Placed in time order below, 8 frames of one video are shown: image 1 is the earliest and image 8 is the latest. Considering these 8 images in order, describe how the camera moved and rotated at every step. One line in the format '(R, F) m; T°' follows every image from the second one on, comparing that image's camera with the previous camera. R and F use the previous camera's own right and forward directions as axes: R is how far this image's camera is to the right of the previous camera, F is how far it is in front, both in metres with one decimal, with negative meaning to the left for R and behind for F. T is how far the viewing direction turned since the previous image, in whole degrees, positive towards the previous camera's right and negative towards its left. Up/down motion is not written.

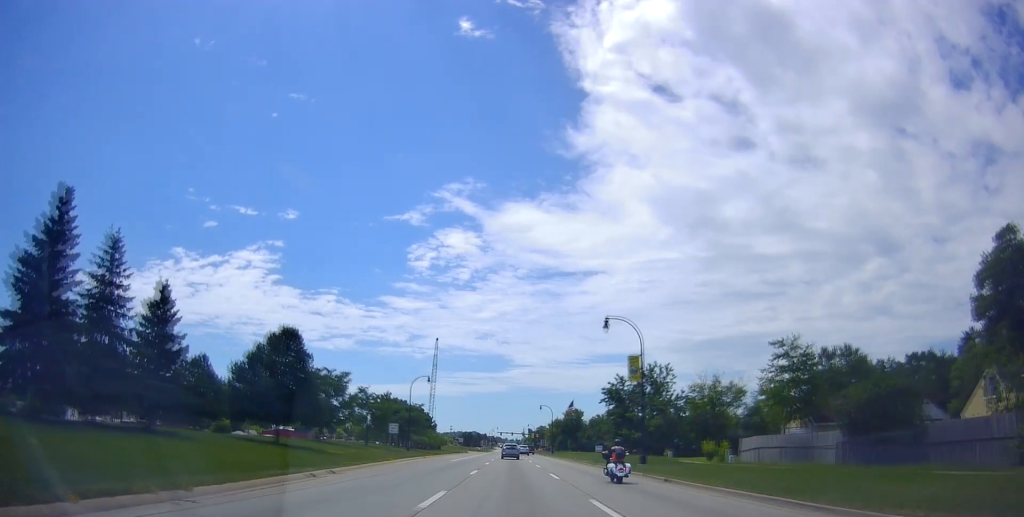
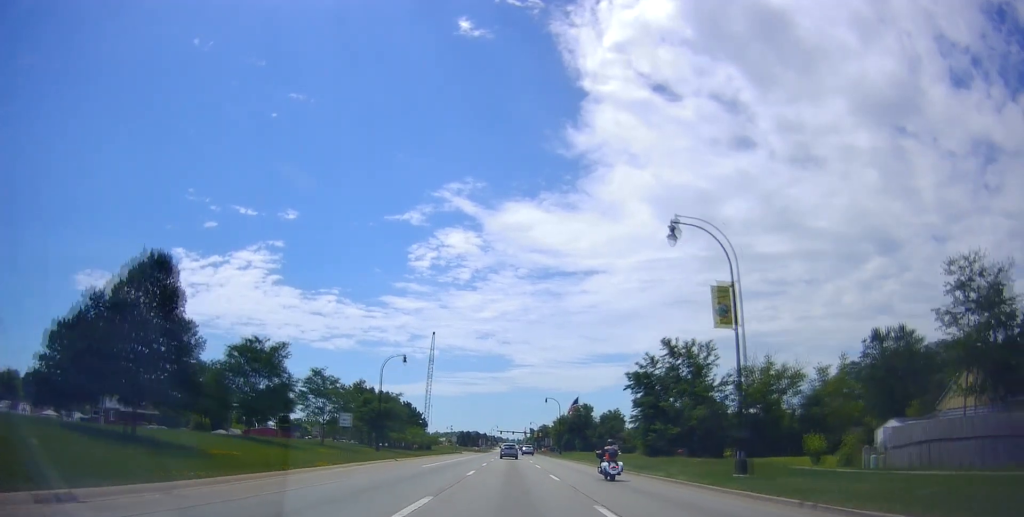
(0.0, +16.1) m; -2°
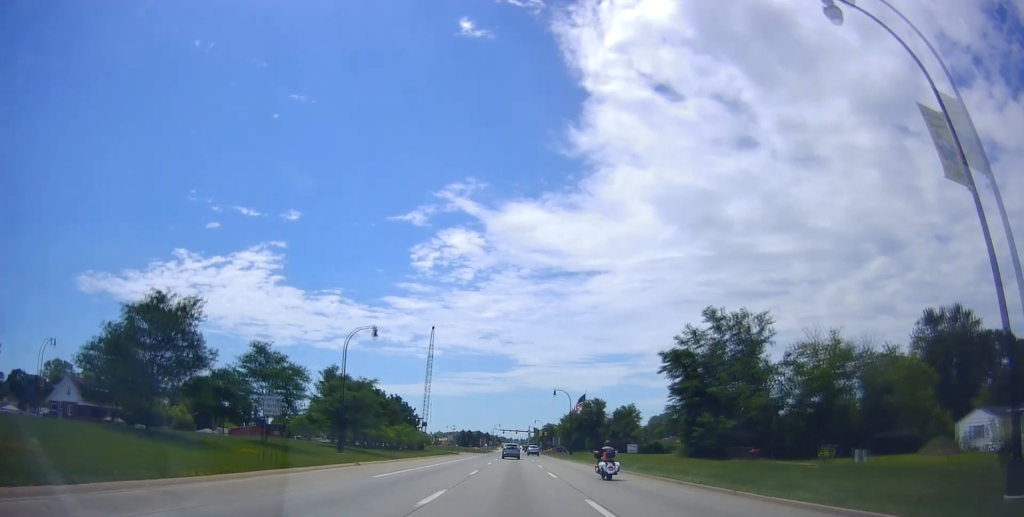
(-0.4, +13.0) m; -2°
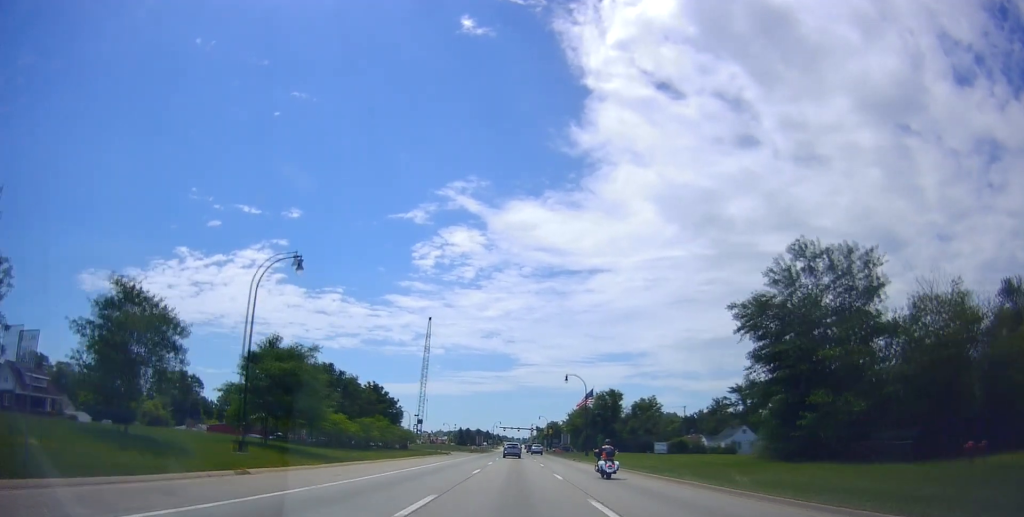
(0.0, +15.7) m; +1°
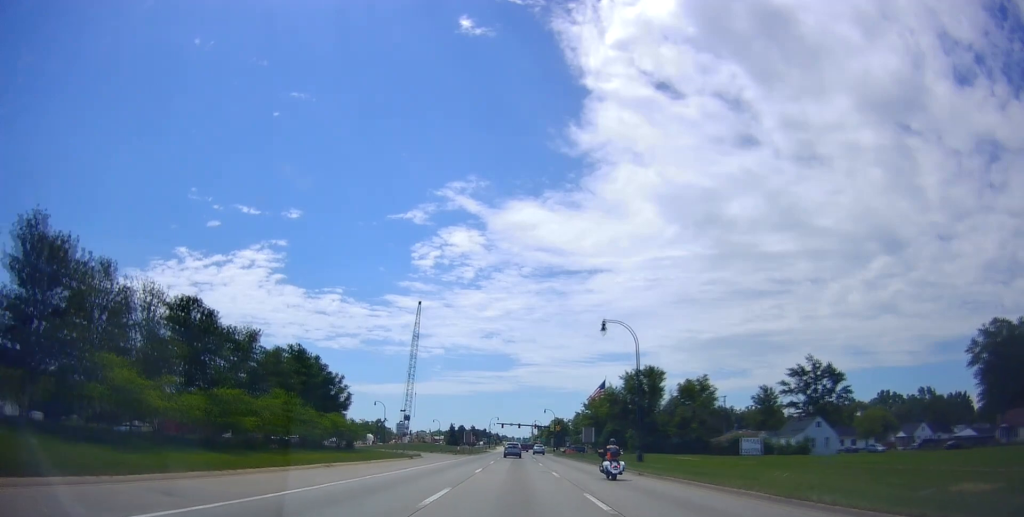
(+0.3, +28.7) m; 0°
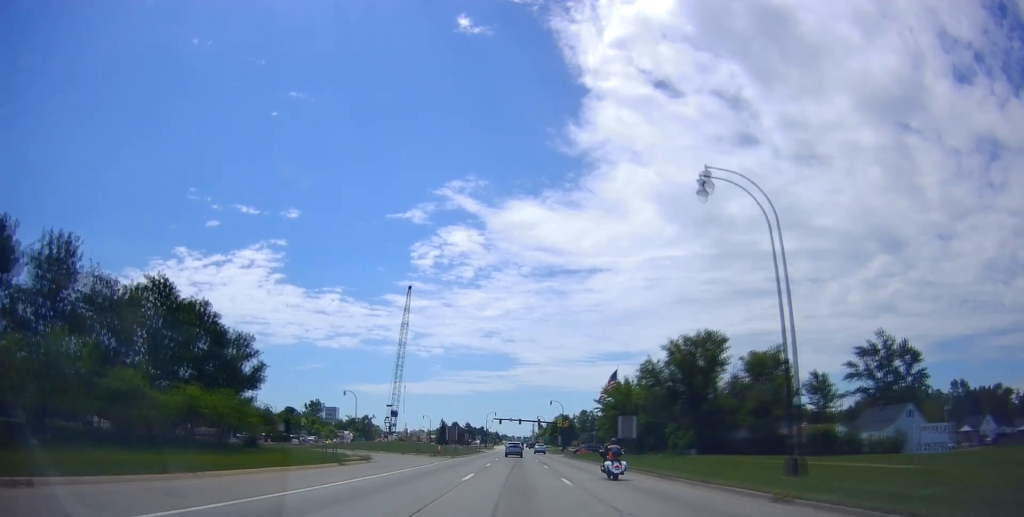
(0.0, +22.2) m; 0°
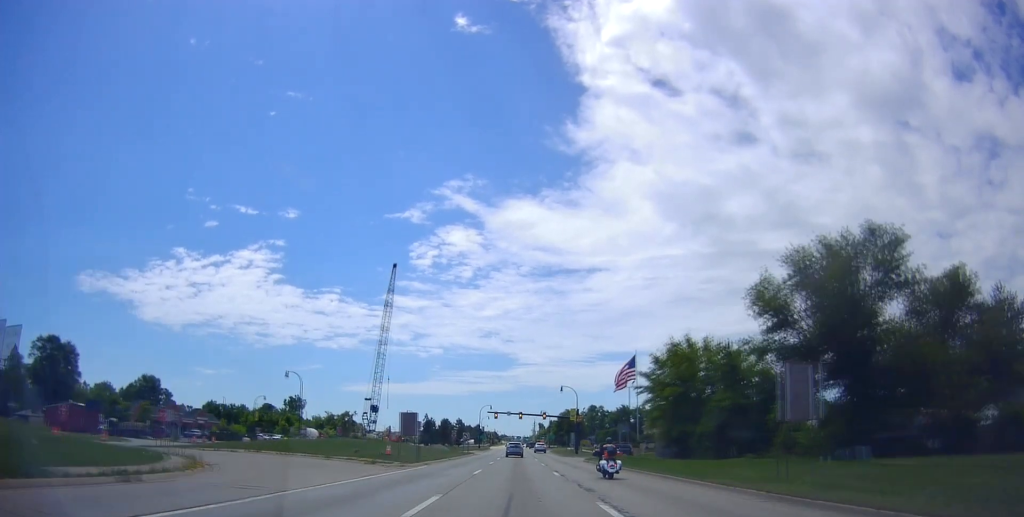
(-0.3, +26.2) m; +1°
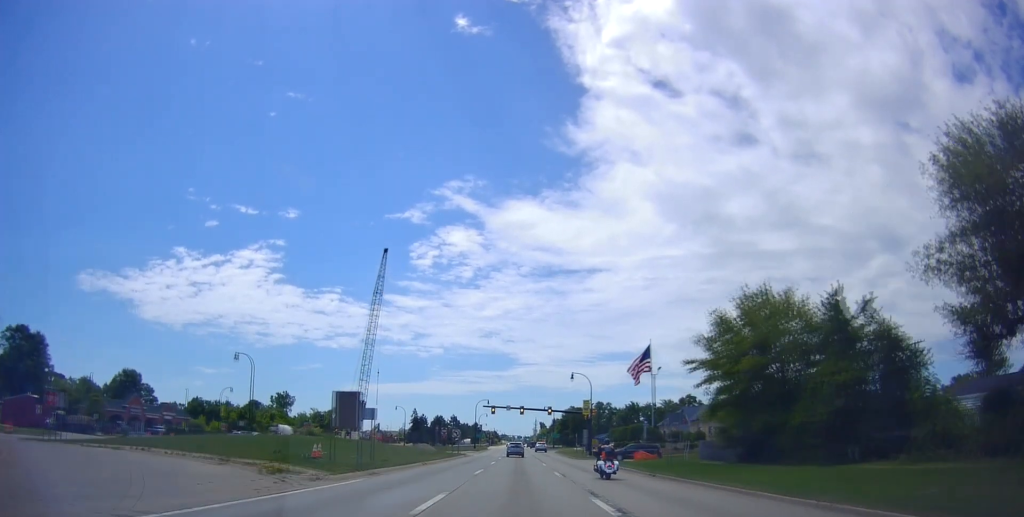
(+0.6, +14.7) m; -1°
